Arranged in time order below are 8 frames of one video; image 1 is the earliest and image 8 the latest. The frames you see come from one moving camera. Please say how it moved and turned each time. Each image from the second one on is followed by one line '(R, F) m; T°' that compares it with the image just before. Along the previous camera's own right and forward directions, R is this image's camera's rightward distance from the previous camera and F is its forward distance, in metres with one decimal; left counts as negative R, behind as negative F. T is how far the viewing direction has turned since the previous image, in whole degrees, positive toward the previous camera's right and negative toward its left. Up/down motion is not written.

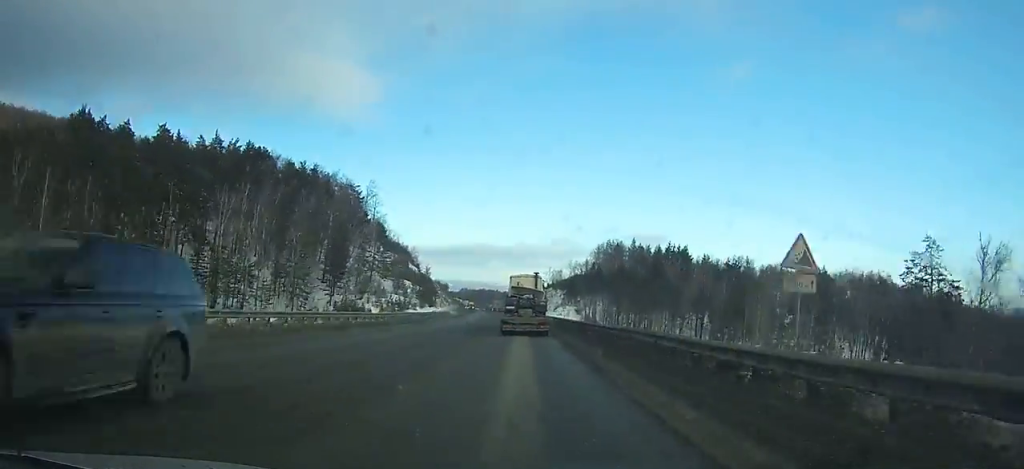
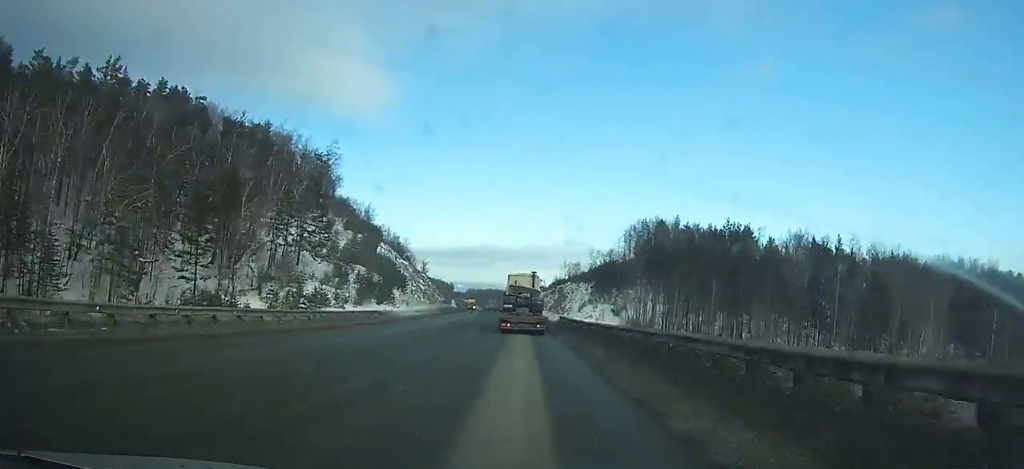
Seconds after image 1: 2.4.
(-0.8, +51.3) m; -2°
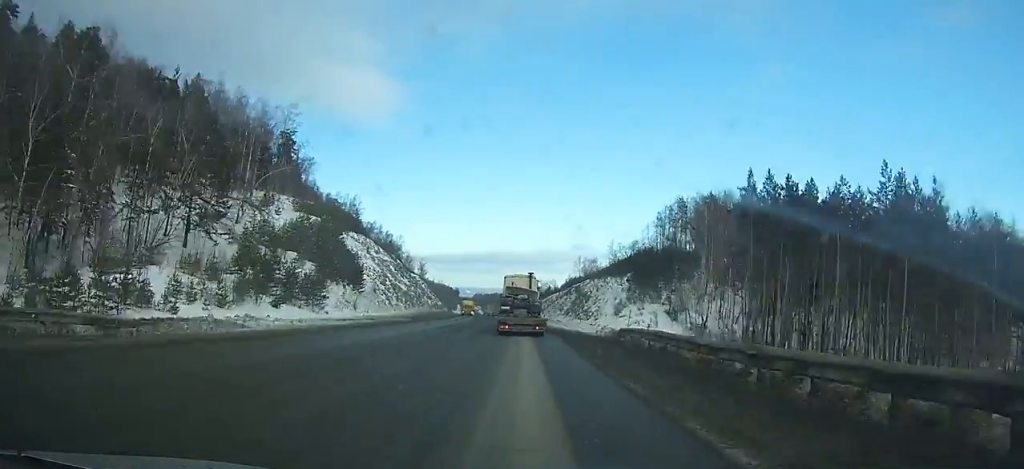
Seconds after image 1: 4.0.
(-0.3, +34.1) m; -1°
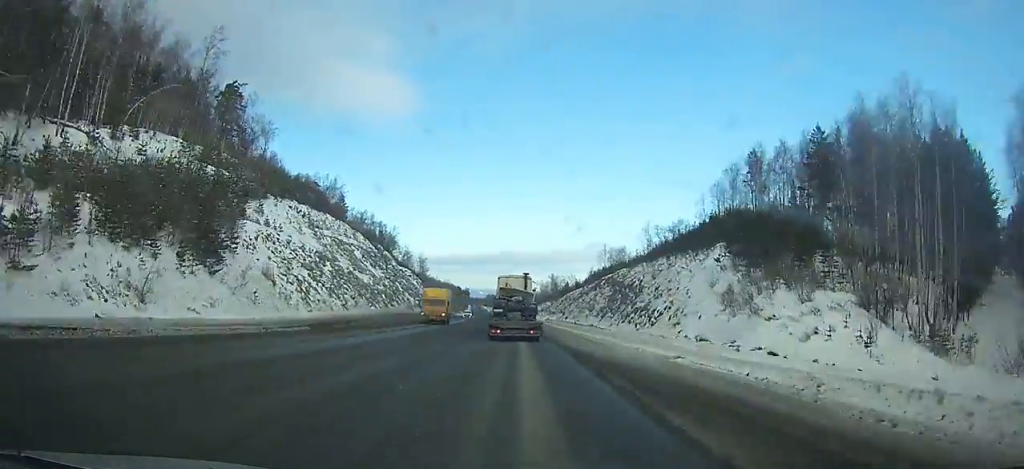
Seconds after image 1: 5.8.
(-0.3, +38.2) m; -1°
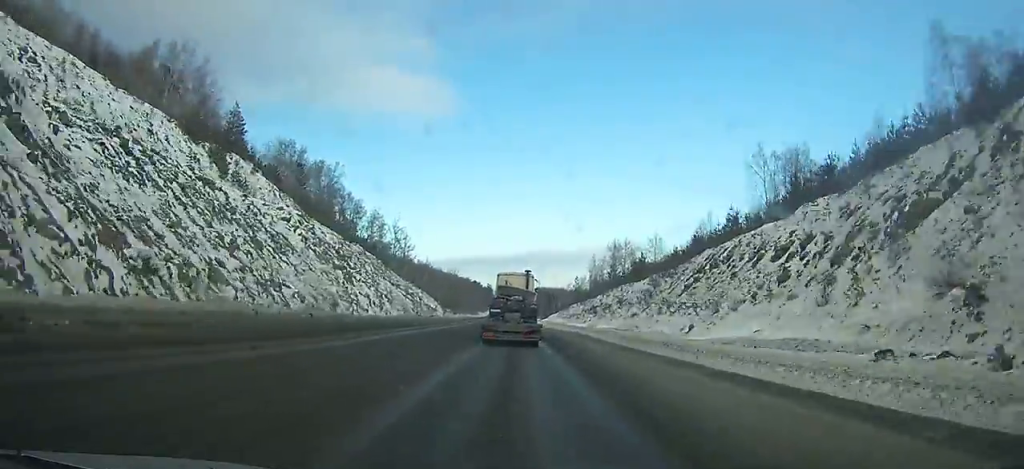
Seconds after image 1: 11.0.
(-3.2, +109.2) m; -3°
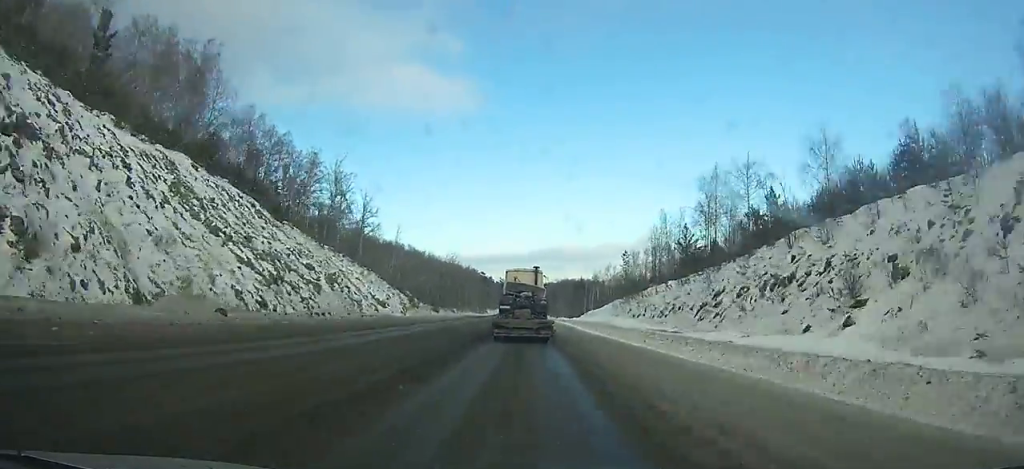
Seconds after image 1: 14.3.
(-0.5, +69.6) m; -1°
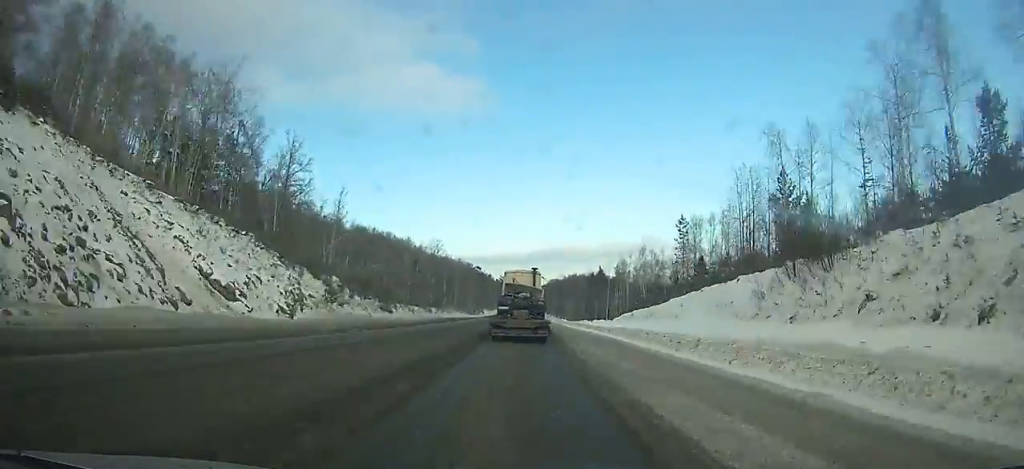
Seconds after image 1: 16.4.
(-0.2, +45.0) m; -1°
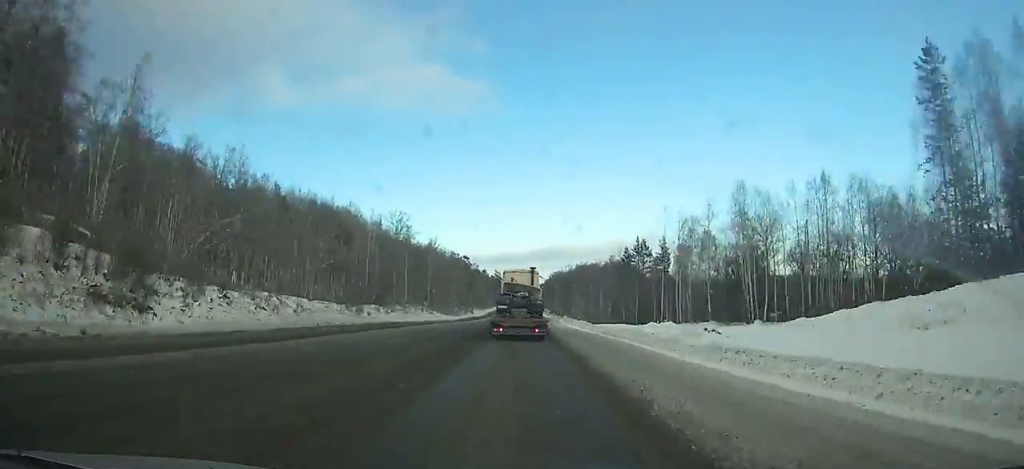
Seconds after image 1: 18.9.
(-0.3, +54.4) m; 0°
